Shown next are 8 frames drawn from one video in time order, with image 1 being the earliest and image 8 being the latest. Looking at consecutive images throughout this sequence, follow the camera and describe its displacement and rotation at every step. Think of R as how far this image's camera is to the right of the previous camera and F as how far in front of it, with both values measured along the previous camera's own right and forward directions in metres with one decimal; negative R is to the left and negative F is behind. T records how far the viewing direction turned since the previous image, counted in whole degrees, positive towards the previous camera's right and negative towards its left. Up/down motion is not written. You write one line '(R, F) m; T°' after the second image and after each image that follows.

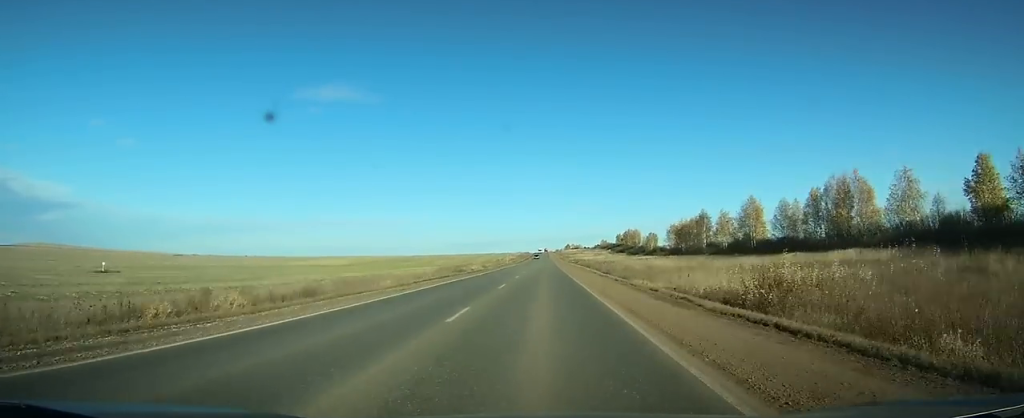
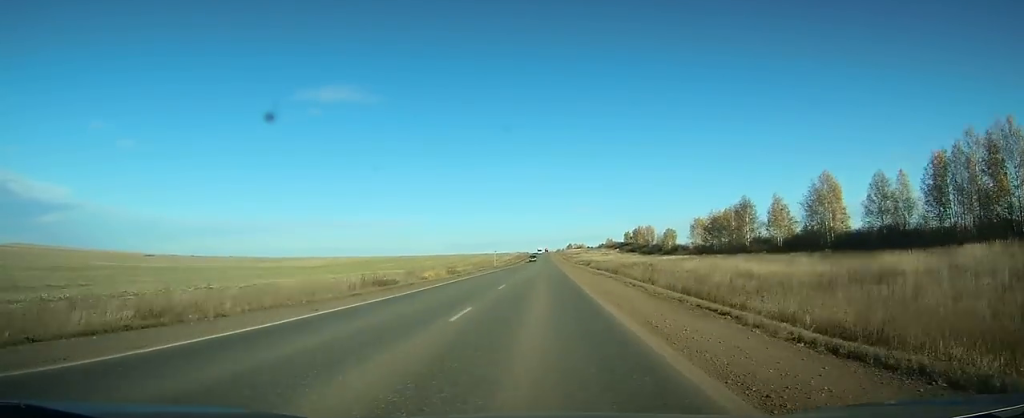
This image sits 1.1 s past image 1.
(0.0, +35.5) m; 0°
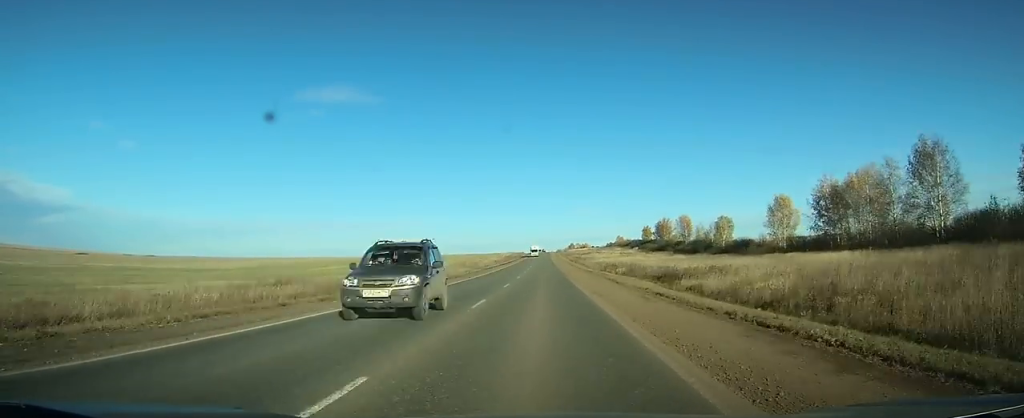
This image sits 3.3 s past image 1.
(+0.1, +68.7) m; 0°
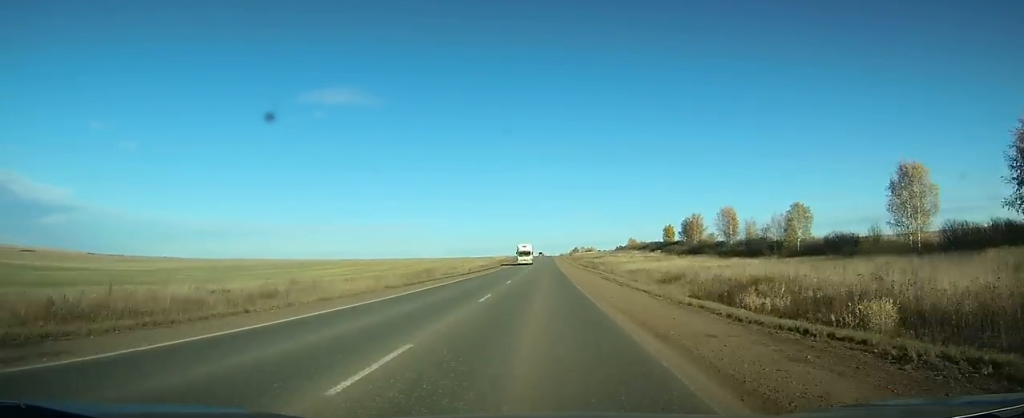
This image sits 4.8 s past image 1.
(0.0, +45.5) m; 0°
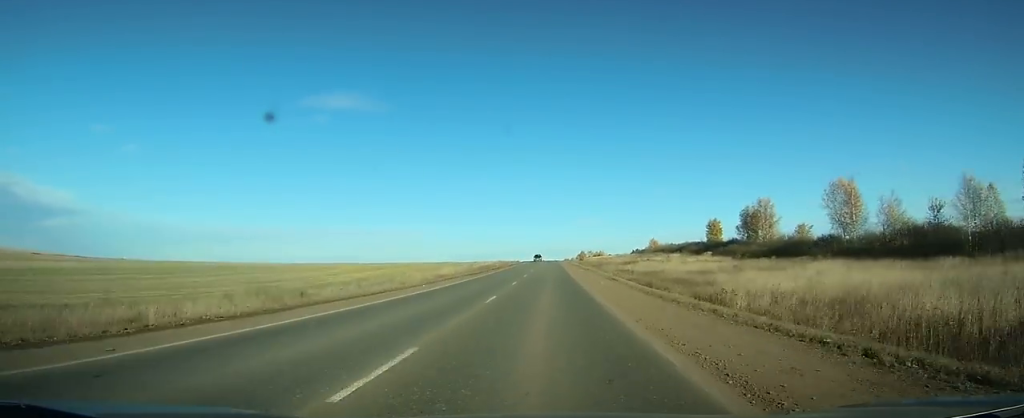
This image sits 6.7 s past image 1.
(-0.1, +59.6) m; 0°
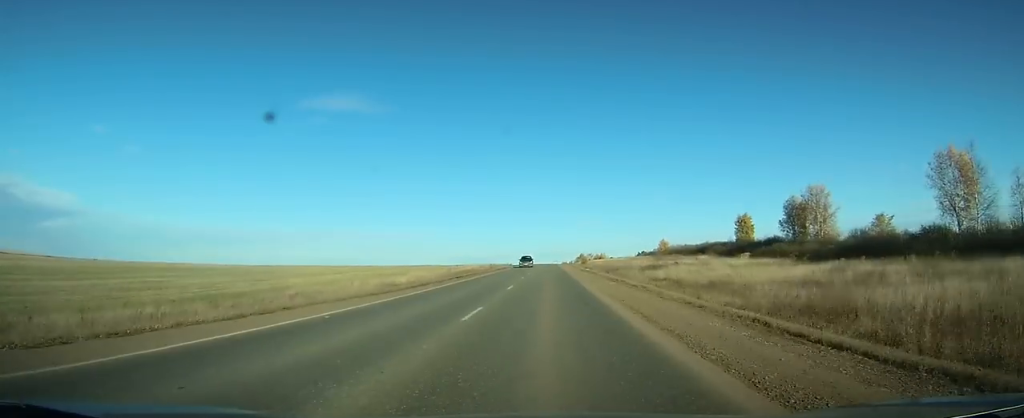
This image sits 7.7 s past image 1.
(0.0, +28.6) m; 0°
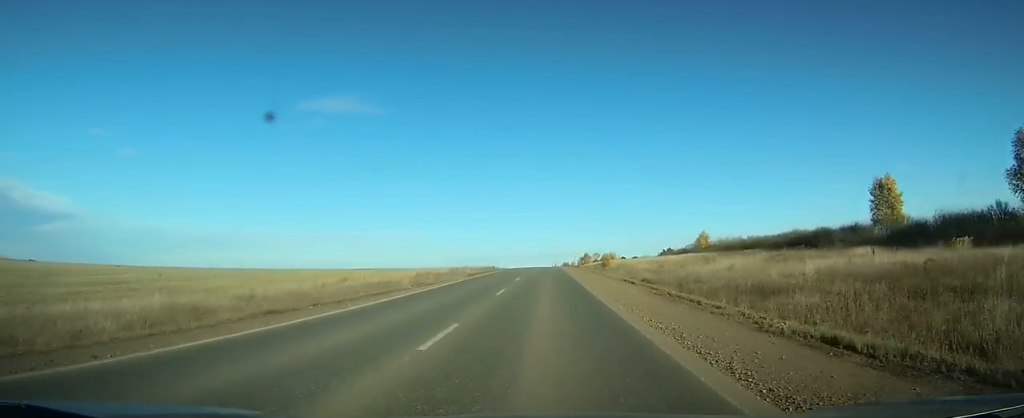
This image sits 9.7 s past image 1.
(0.0, +63.1) m; 0°
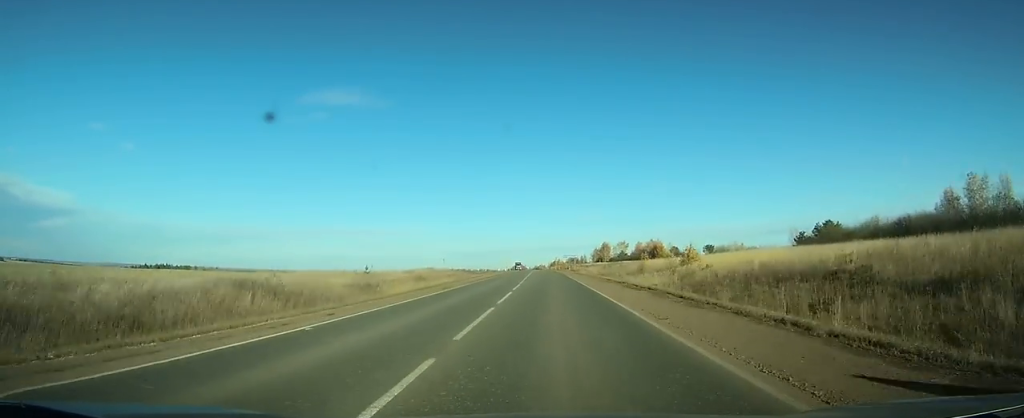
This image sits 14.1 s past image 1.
(-0.3, +131.0) m; 0°
